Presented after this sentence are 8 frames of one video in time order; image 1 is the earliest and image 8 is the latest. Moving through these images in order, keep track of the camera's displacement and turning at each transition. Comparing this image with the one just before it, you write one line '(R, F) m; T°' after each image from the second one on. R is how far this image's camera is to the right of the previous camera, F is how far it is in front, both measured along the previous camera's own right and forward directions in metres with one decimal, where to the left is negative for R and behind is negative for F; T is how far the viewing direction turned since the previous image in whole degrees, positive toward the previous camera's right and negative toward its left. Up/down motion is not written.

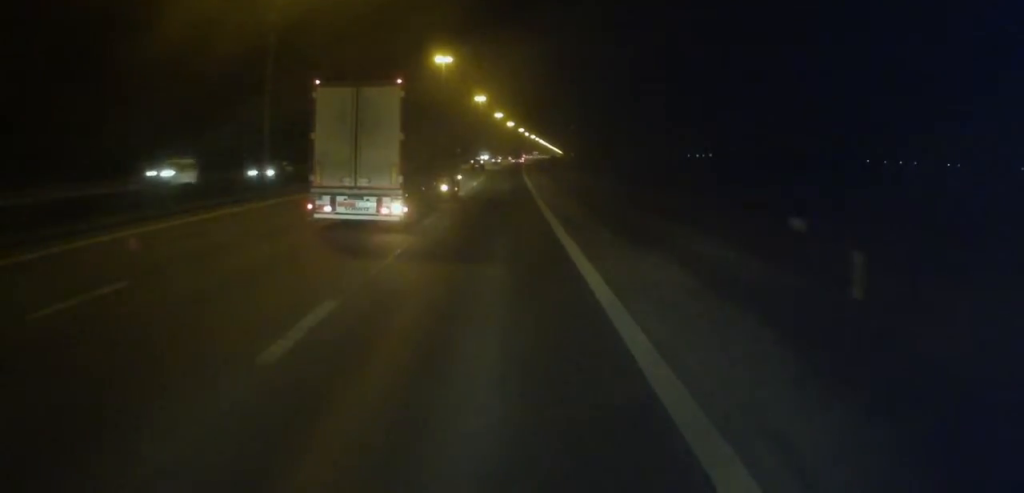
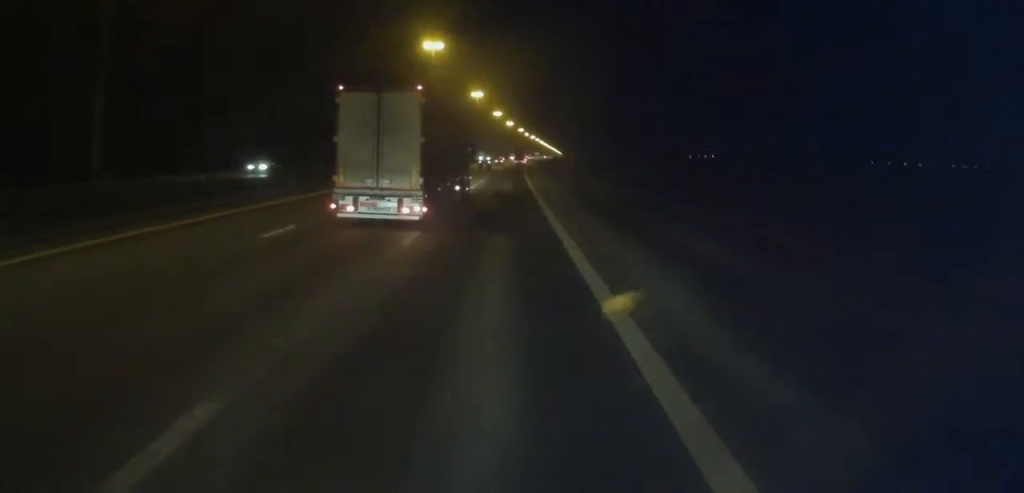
(0.0, +16.4) m; 0°
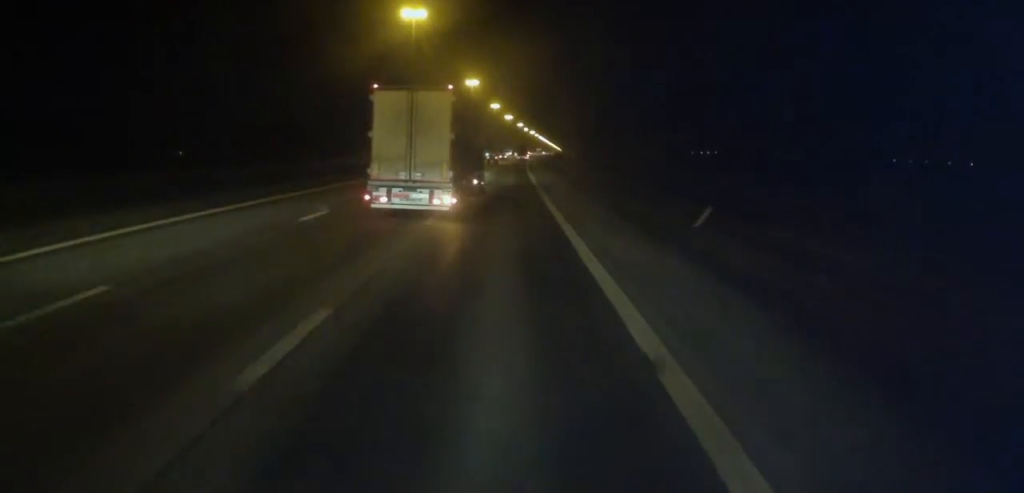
(0.0, +21.9) m; 0°
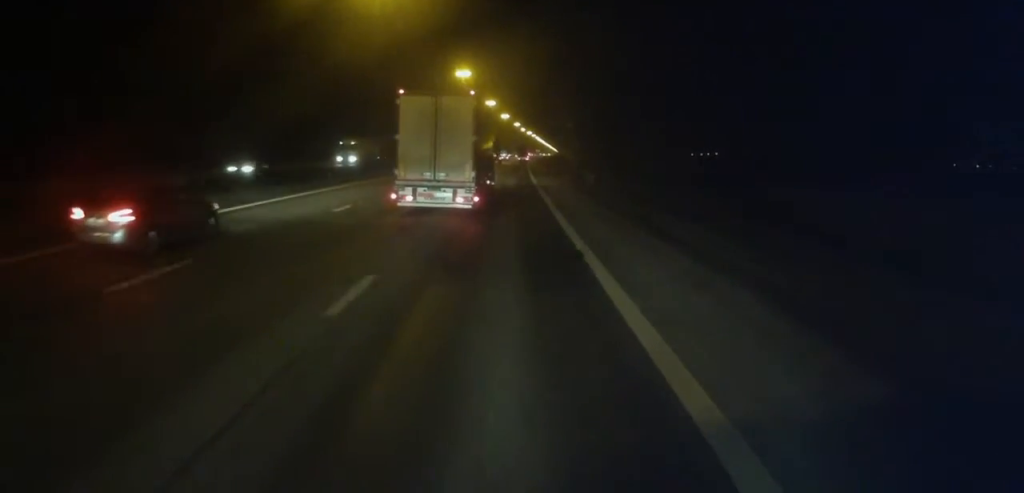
(0.0, +21.9) m; +1°
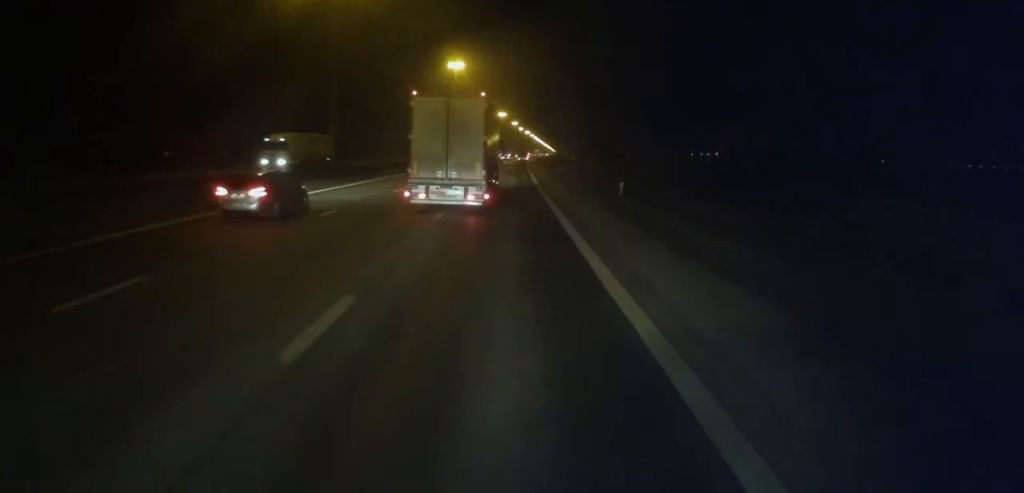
(+0.3, +14.1) m; 0°
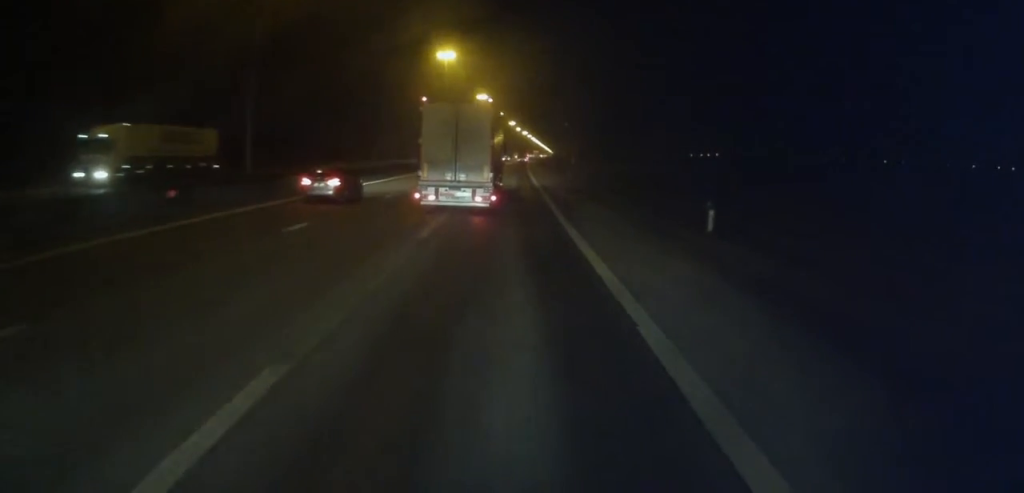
(0.0, +15.6) m; 0°
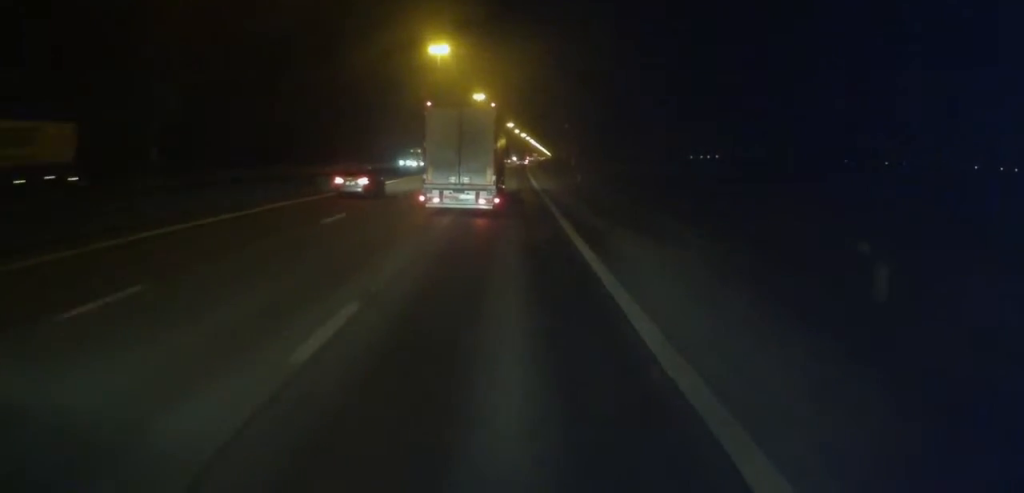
(-0.1, +9.4) m; -1°
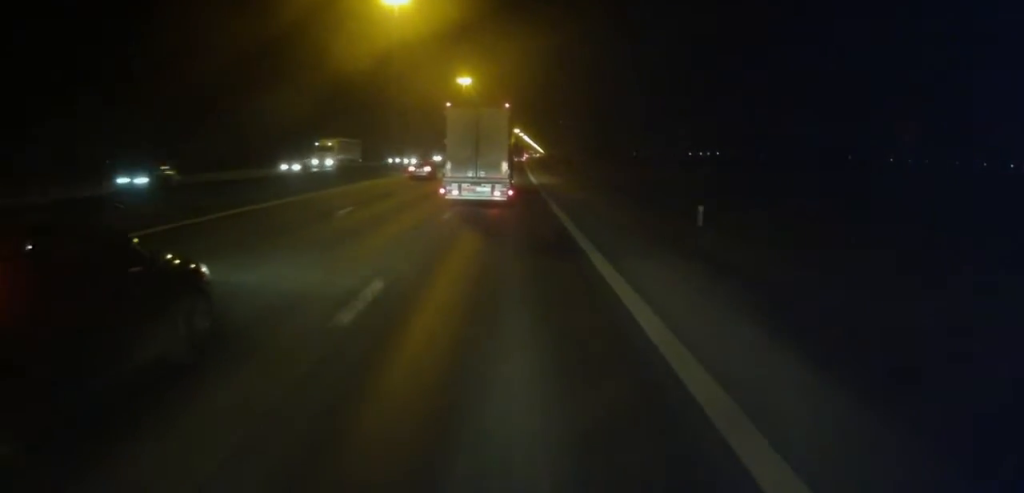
(+0.1, +36.0) m; +1°
